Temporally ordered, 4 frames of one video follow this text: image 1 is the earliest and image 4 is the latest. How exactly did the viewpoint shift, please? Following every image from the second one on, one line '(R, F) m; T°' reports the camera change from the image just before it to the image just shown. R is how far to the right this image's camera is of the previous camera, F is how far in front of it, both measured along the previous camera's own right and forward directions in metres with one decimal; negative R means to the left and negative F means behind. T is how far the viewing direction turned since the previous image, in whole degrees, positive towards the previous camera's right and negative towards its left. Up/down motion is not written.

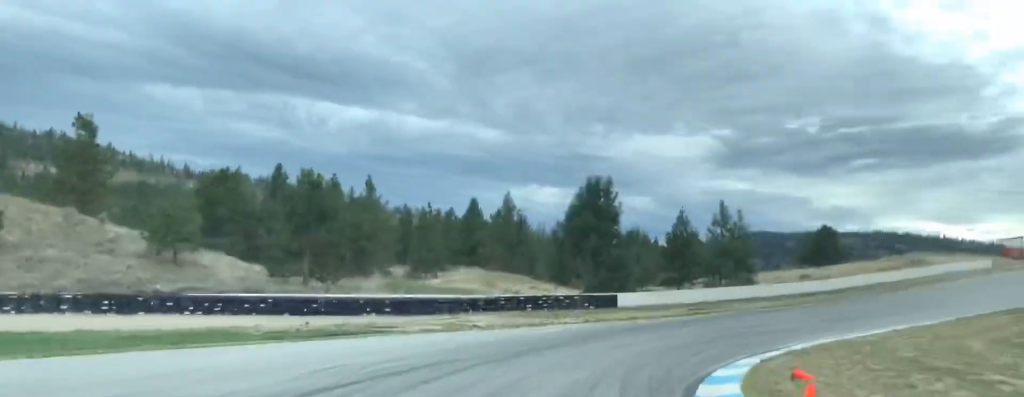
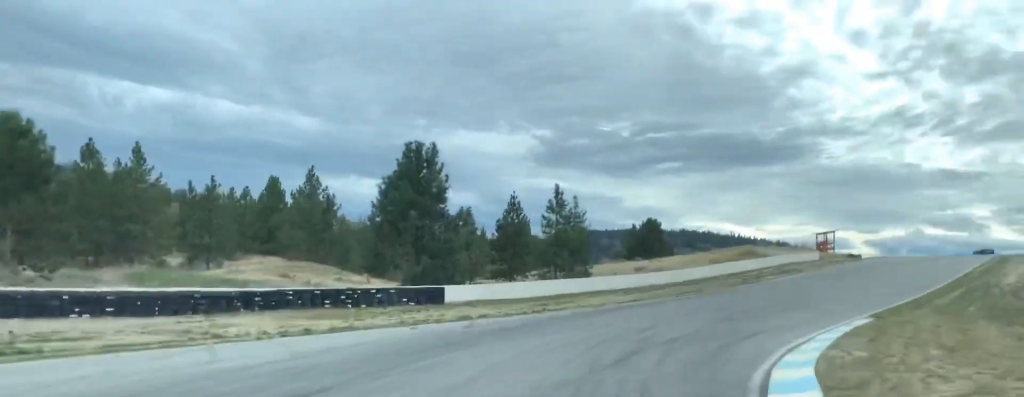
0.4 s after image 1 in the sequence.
(+2.0, +11.5) m; +11°
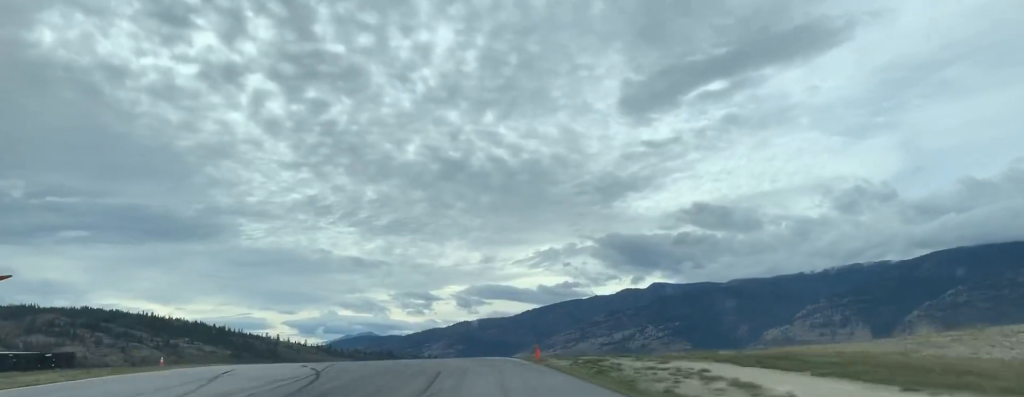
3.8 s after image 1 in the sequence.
(+36.3, +82.4) m; +30°
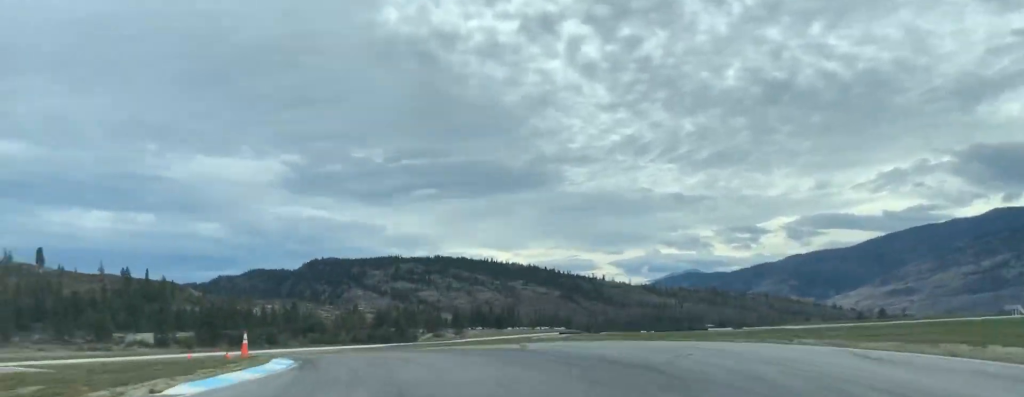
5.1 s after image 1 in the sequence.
(-2.3, +34.0) m; -14°
